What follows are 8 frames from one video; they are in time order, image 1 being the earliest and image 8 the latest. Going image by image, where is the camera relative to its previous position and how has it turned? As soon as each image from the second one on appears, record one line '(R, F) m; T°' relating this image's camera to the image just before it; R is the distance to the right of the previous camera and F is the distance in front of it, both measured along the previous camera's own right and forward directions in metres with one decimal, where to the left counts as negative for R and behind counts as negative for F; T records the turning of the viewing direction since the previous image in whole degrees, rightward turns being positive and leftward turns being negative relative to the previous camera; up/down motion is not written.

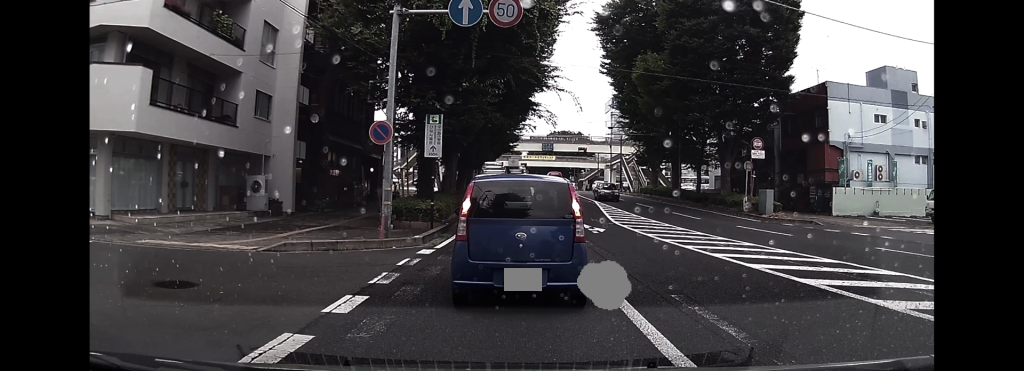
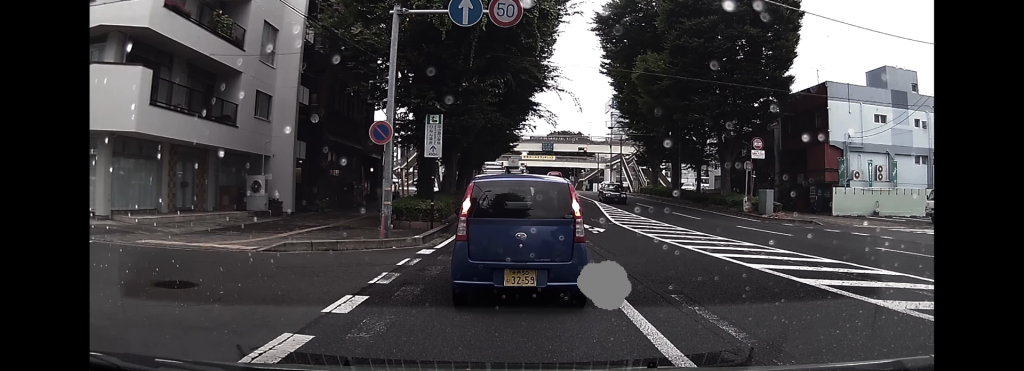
(0.0, 0.0) m; 0°
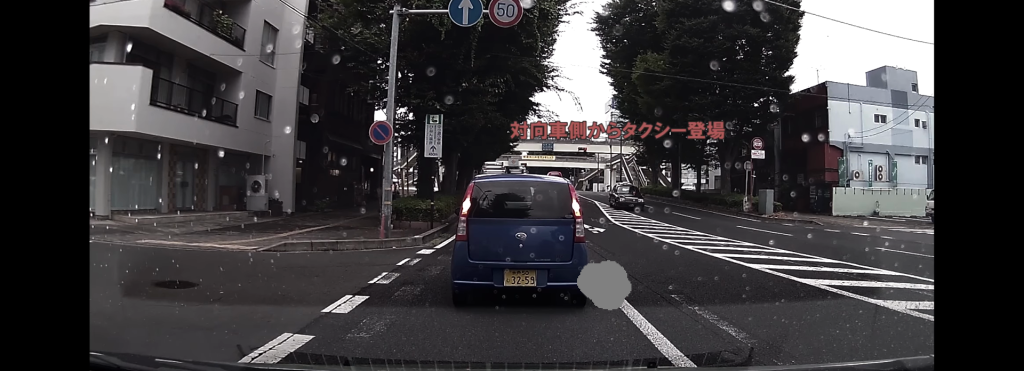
(0.0, 0.0) m; 0°
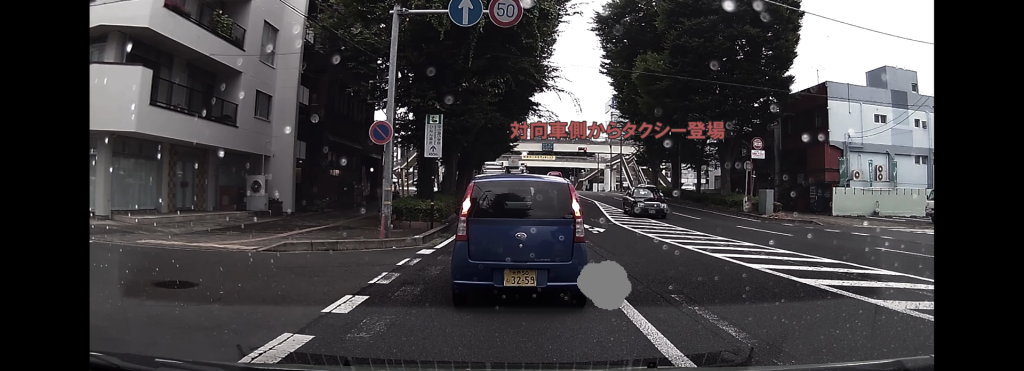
(0.0, 0.0) m; 0°
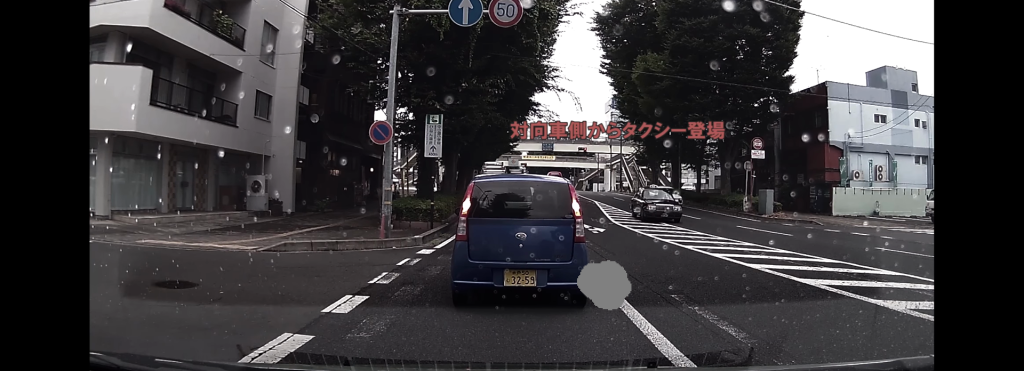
(0.0, 0.0) m; 0°
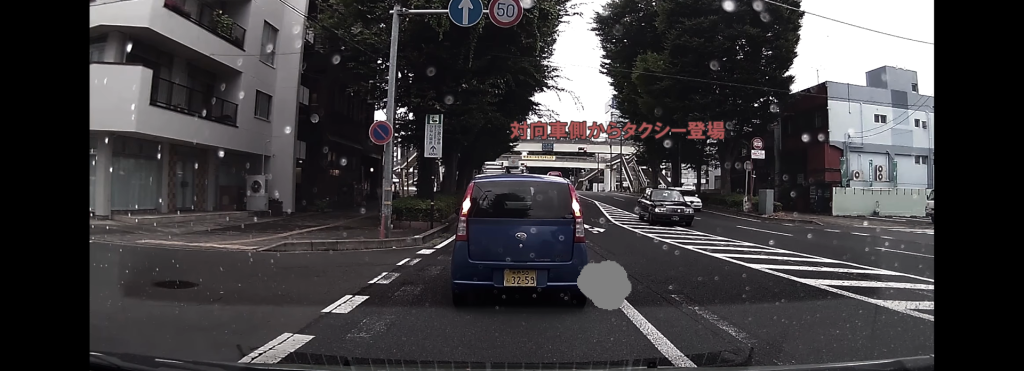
(0.0, 0.0) m; 0°
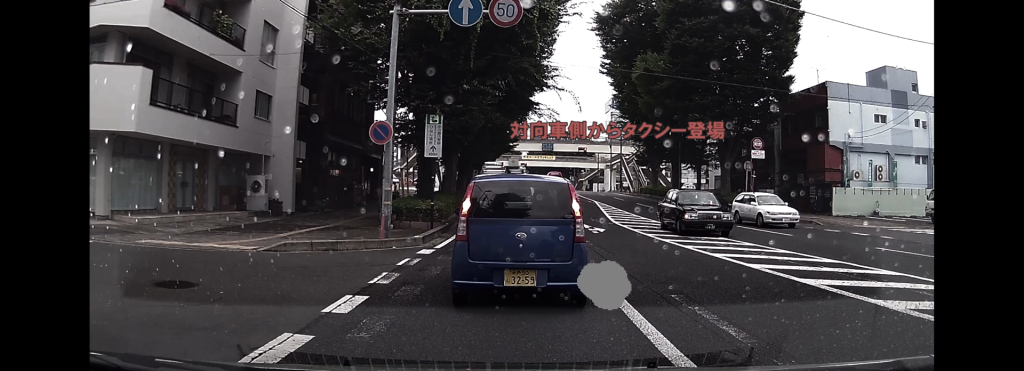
(0.0, 0.0) m; 0°
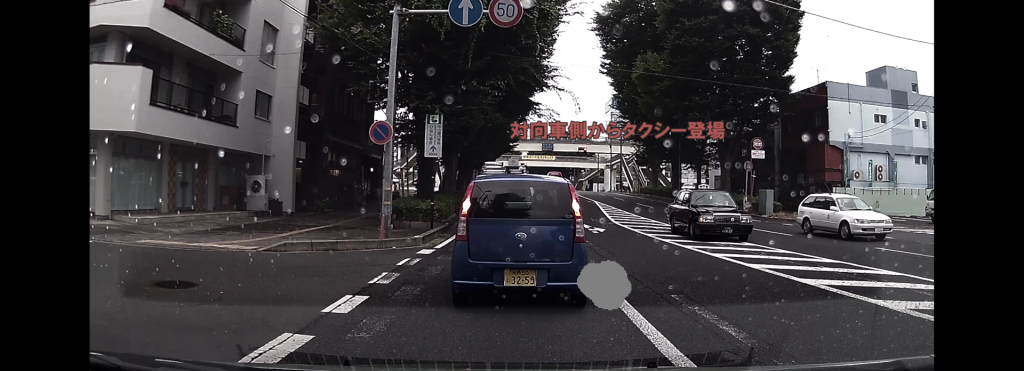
(0.0, 0.0) m; 0°
